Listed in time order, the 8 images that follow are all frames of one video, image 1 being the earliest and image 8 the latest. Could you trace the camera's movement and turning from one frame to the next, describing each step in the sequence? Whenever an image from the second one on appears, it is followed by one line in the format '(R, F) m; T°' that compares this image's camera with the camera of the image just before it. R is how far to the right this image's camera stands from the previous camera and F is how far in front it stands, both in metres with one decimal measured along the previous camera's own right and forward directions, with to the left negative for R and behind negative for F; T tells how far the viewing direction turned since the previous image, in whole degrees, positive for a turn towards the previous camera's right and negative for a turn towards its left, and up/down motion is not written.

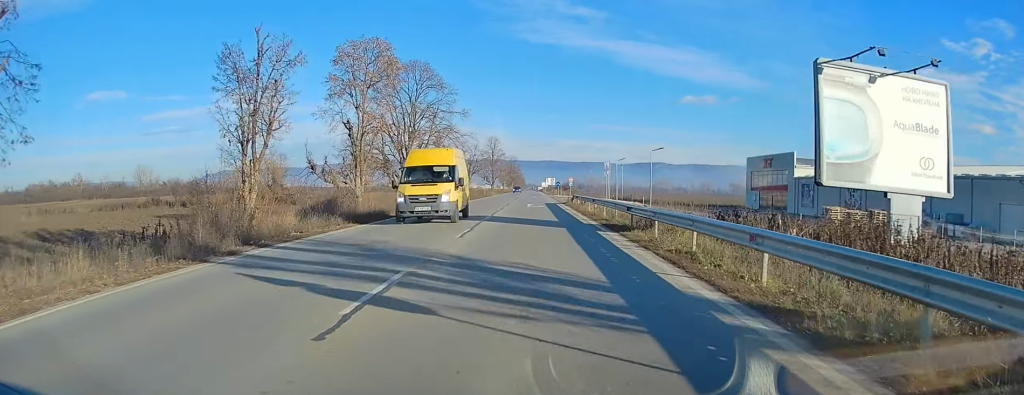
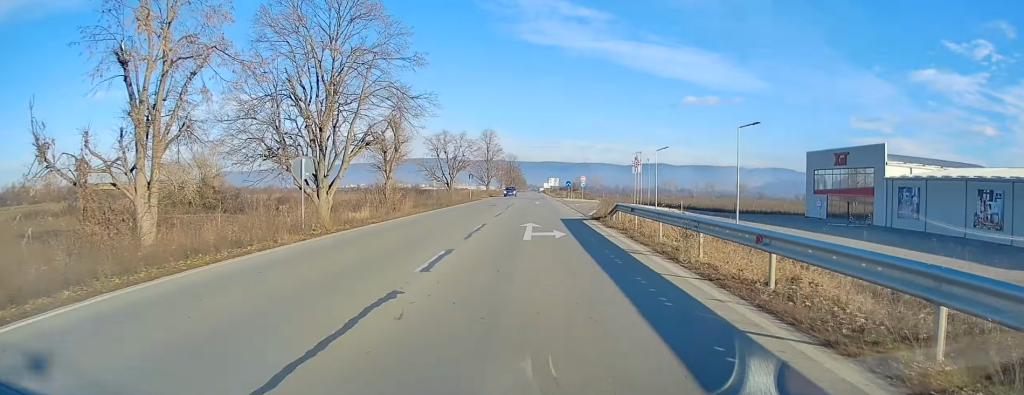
(+0.1, +24.4) m; 0°
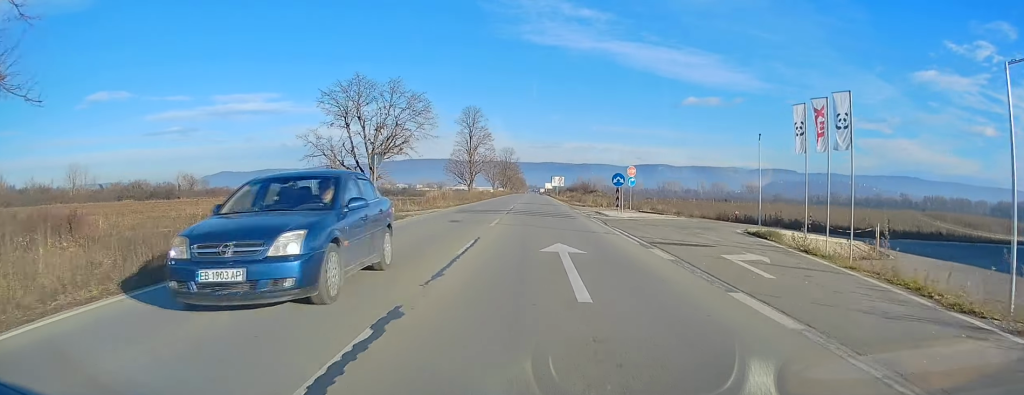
(-0.2, +43.0) m; 0°
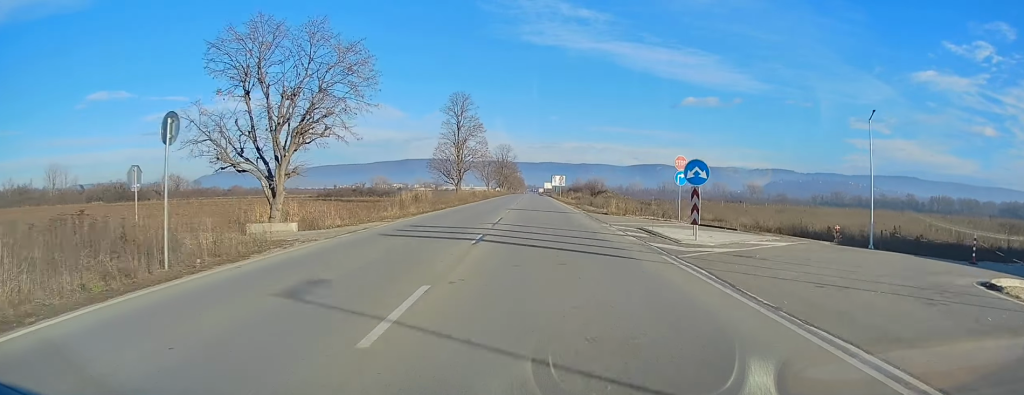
(0.0, +15.9) m; 0°
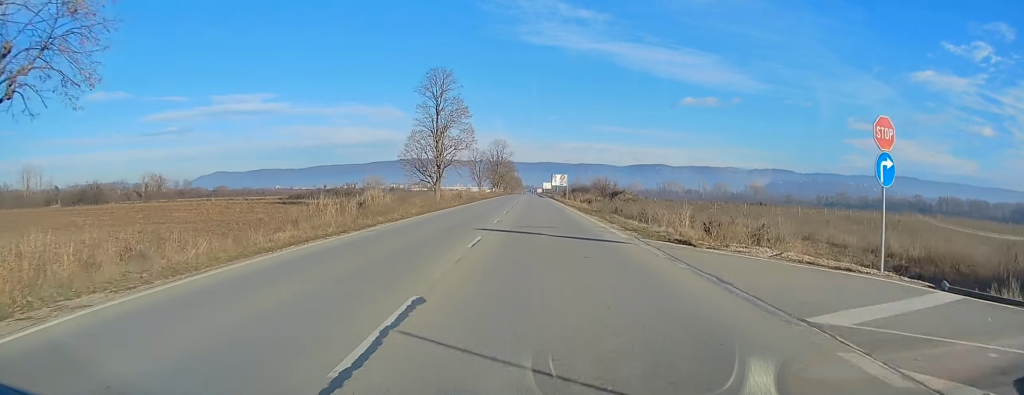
(0.0, +19.0) m; 0°
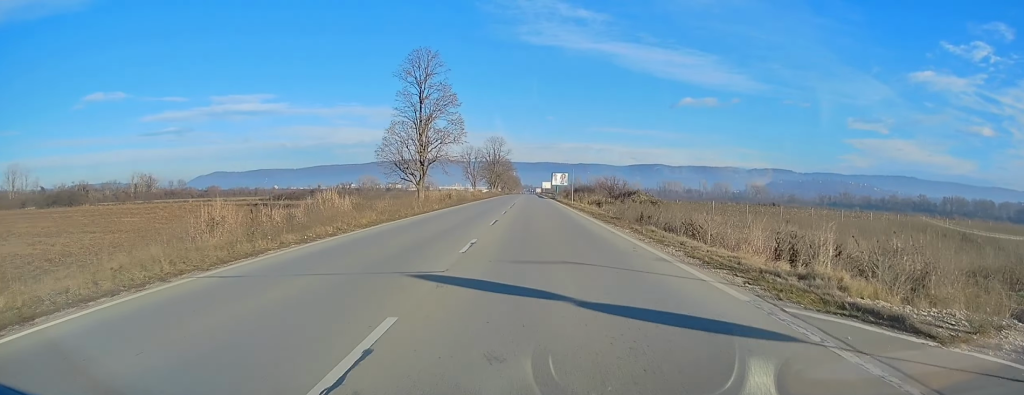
(0.0, +10.2) m; 0°
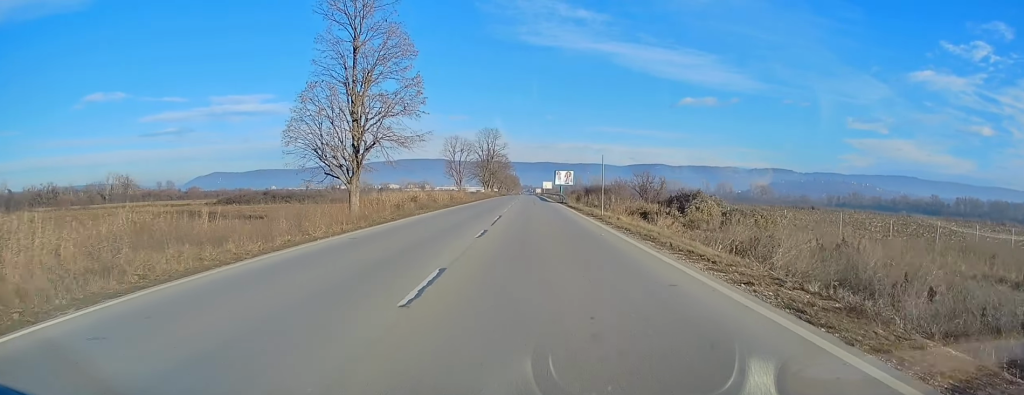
(+0.1, +23.4) m; 0°
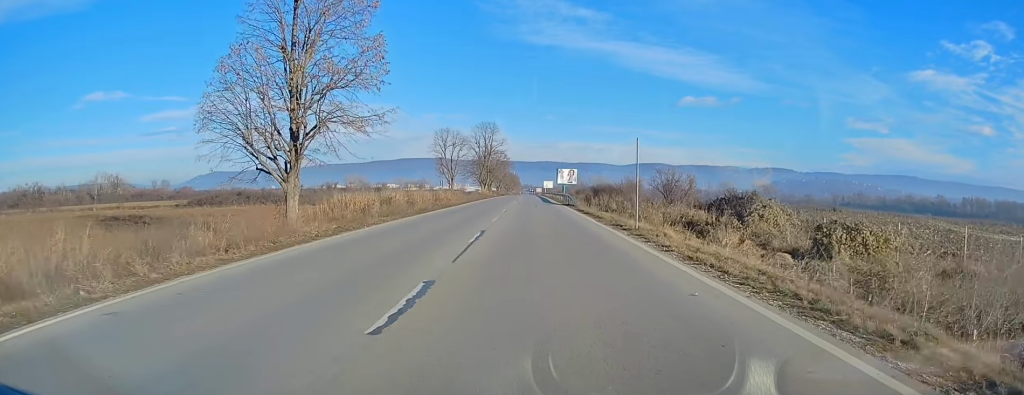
(0.0, +10.3) m; 0°
